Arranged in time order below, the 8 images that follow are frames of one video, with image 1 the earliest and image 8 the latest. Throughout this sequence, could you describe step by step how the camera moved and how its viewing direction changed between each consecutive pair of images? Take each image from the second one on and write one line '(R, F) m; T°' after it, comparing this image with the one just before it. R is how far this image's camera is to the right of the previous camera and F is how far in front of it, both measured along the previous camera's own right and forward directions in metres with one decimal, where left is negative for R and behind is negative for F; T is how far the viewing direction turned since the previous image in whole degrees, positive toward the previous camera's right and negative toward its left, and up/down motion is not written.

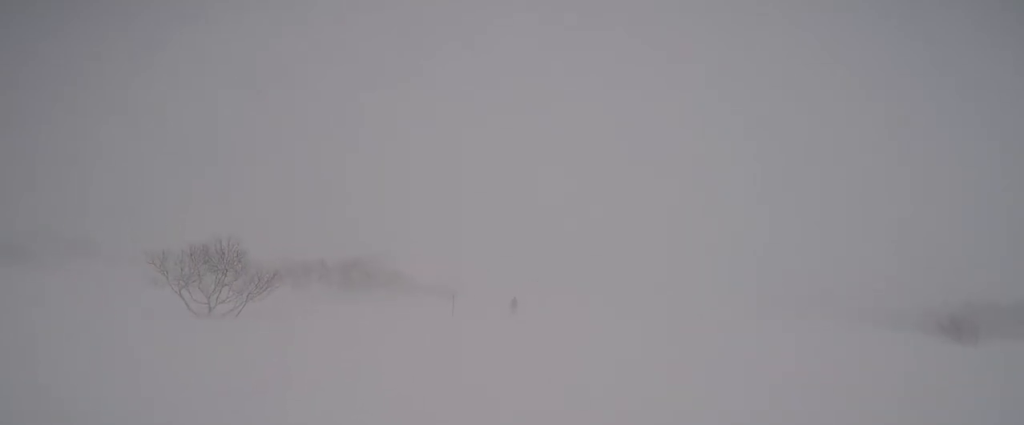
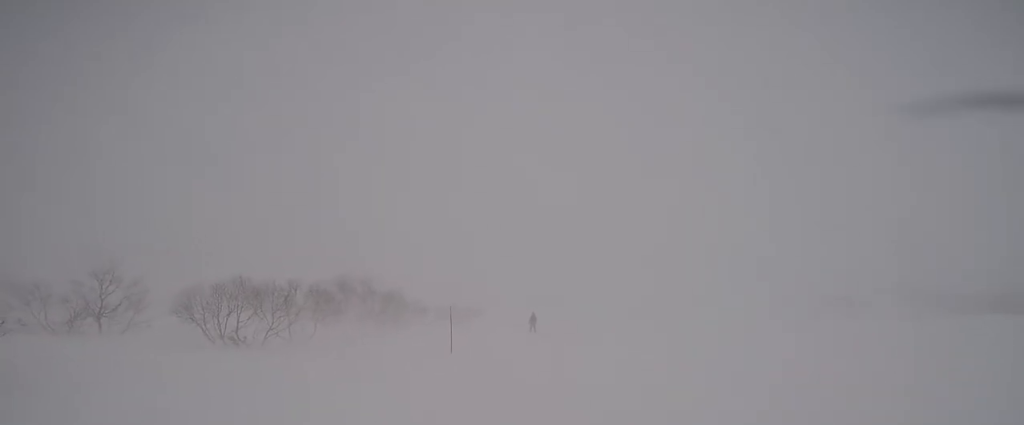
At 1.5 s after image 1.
(0.0, +7.9) m; -4°
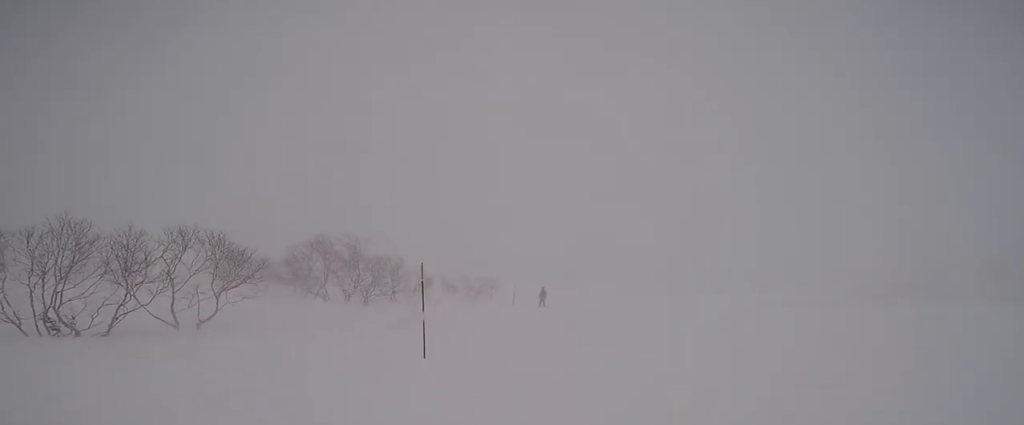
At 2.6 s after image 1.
(-0.2, +6.6) m; +4°
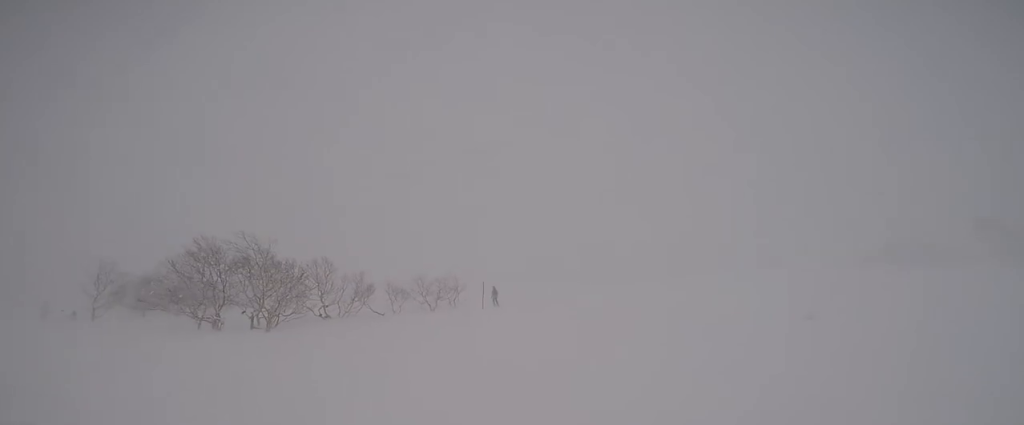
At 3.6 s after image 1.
(+0.6, +5.5) m; +3°
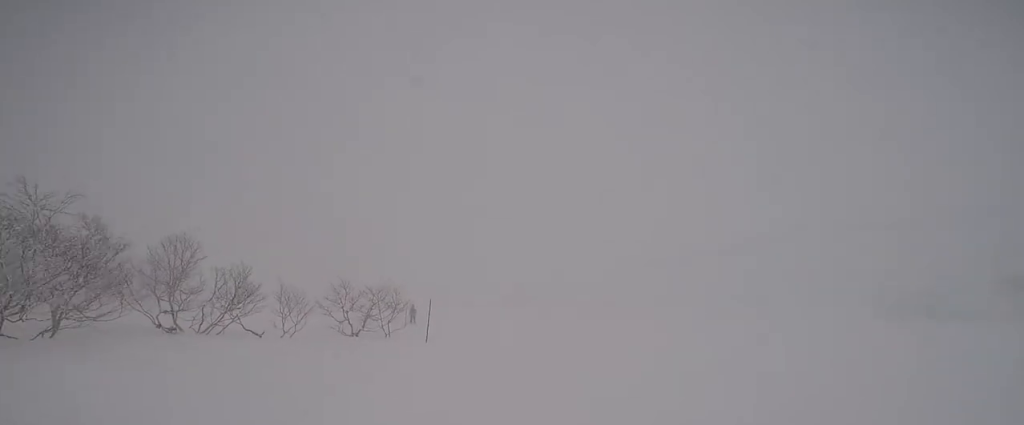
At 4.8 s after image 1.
(-0.5, +7.0) m; -9°
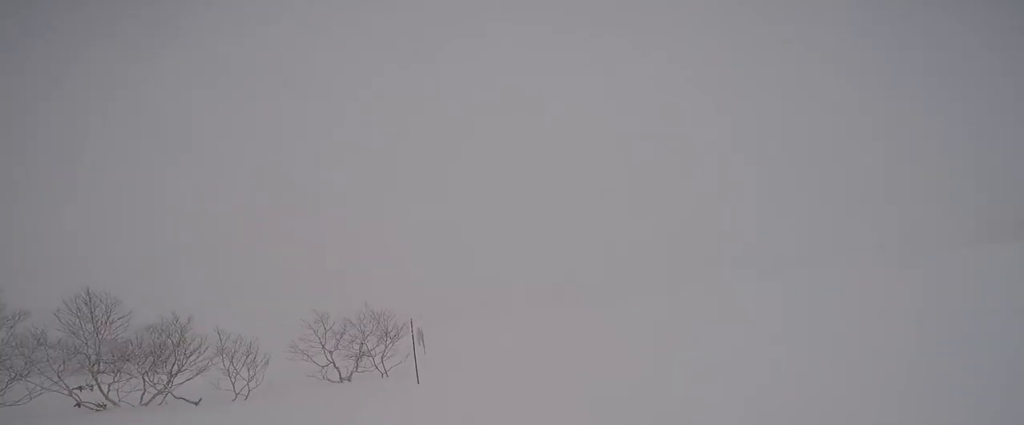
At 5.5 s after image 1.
(-0.2, +4.3) m; -2°
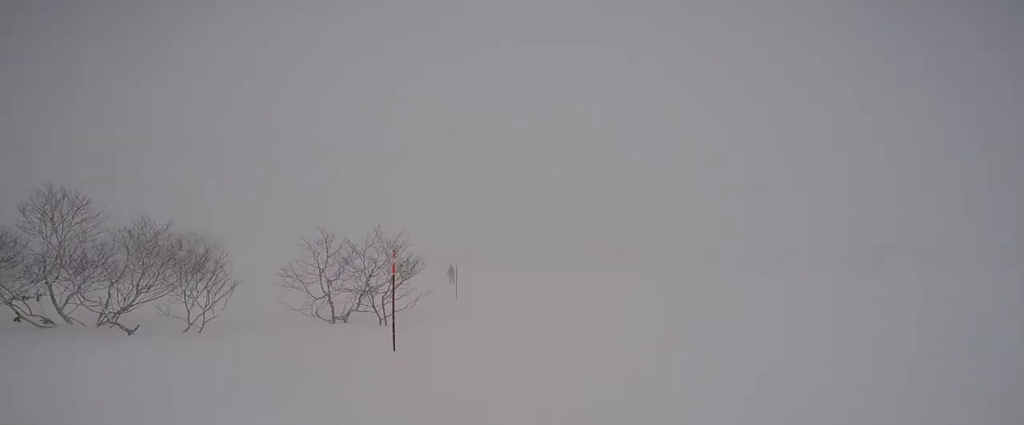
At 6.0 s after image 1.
(0.0, +2.9) m; -1°
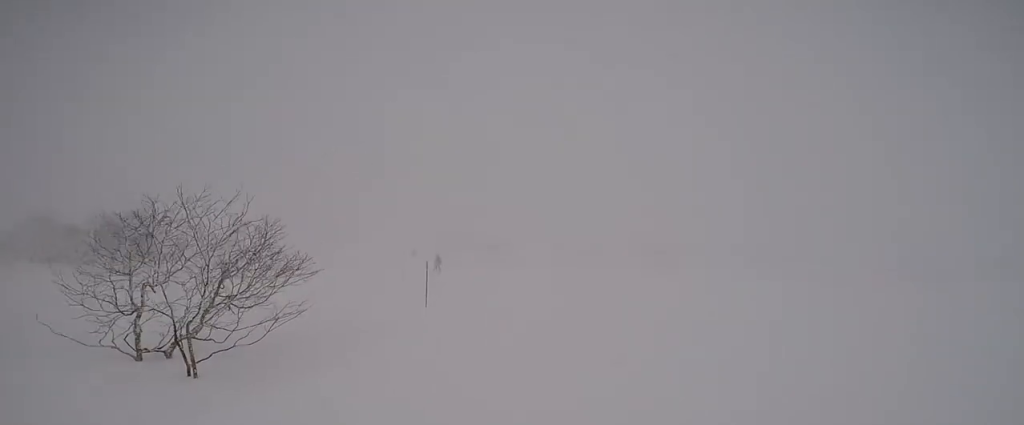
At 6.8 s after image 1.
(0.0, +5.1) m; -4°
